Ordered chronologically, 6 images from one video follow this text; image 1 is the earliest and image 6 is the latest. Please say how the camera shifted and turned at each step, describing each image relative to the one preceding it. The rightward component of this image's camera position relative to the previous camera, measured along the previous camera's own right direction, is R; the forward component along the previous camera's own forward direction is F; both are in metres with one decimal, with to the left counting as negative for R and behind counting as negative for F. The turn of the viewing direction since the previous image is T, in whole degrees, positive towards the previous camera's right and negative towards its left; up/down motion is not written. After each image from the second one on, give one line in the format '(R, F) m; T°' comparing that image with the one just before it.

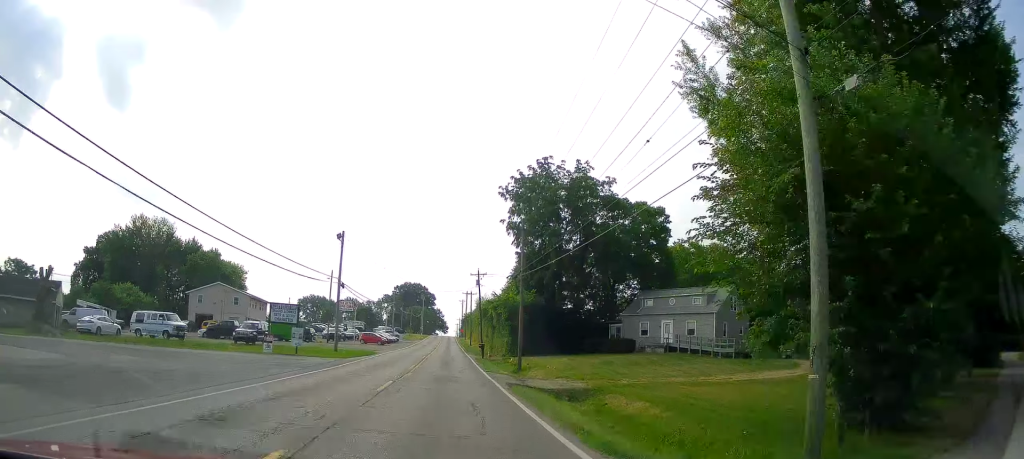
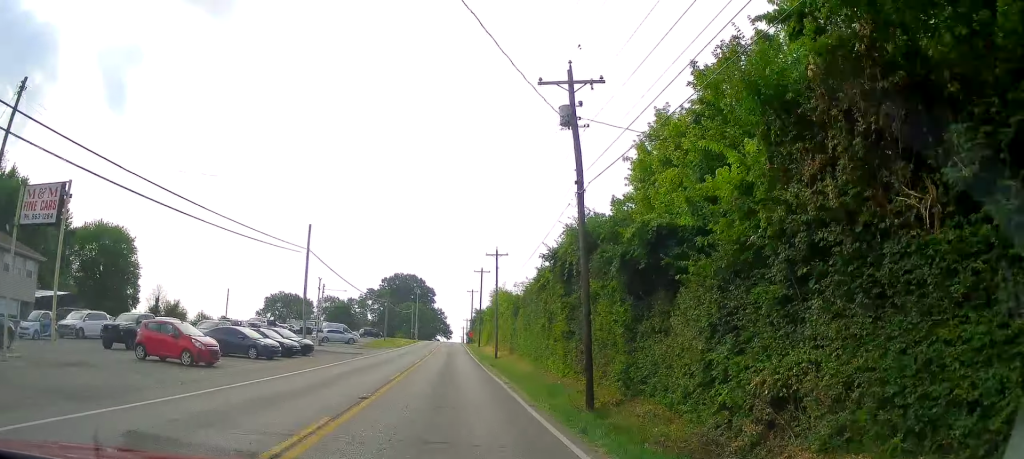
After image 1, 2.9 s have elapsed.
(0.0, +61.8) m; 0°
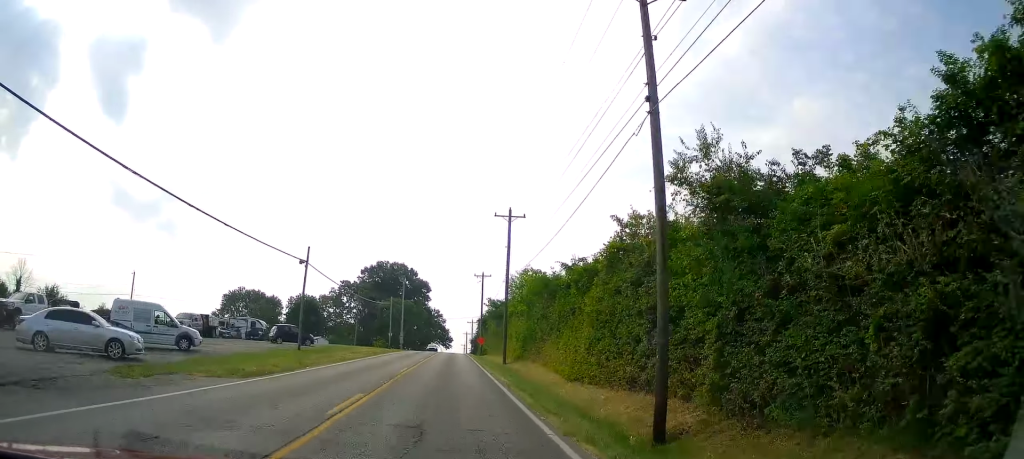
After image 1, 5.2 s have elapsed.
(+0.2, +43.8) m; -1°
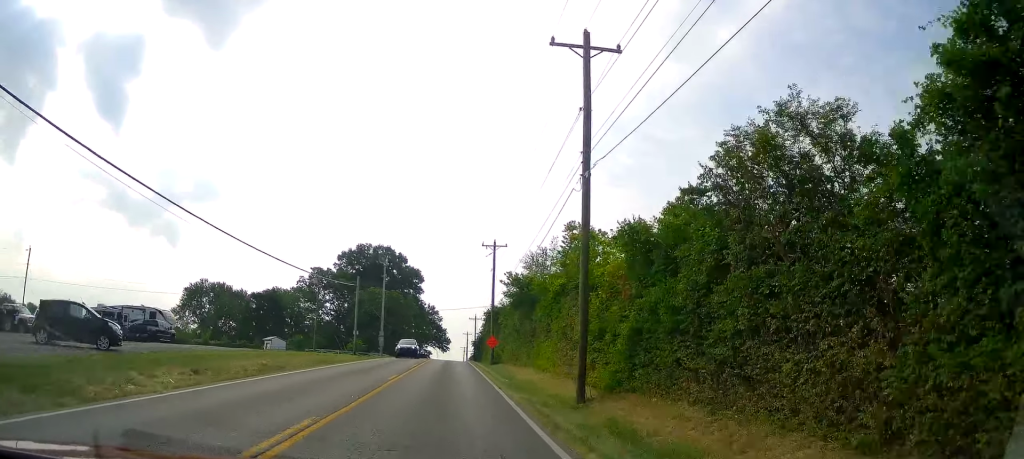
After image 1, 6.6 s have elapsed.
(-0.2, +27.2) m; -1°
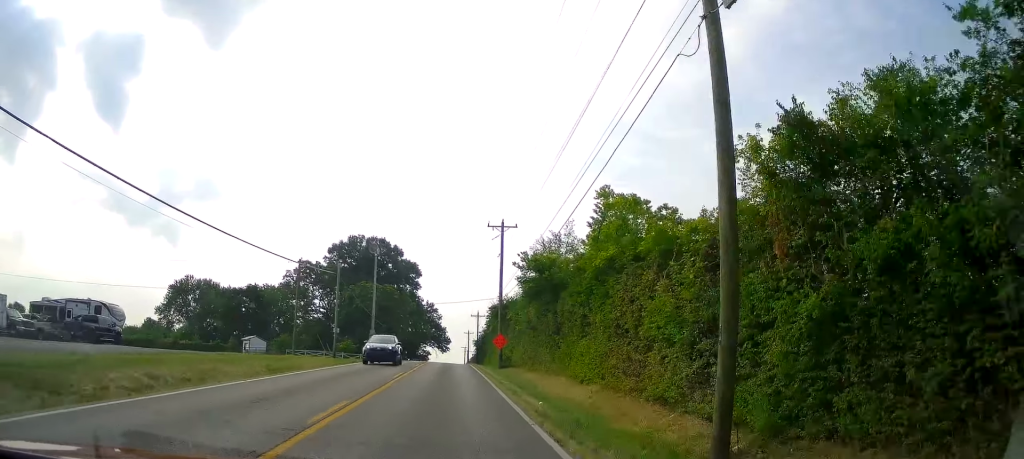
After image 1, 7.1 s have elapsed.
(0.0, +8.9) m; 0°
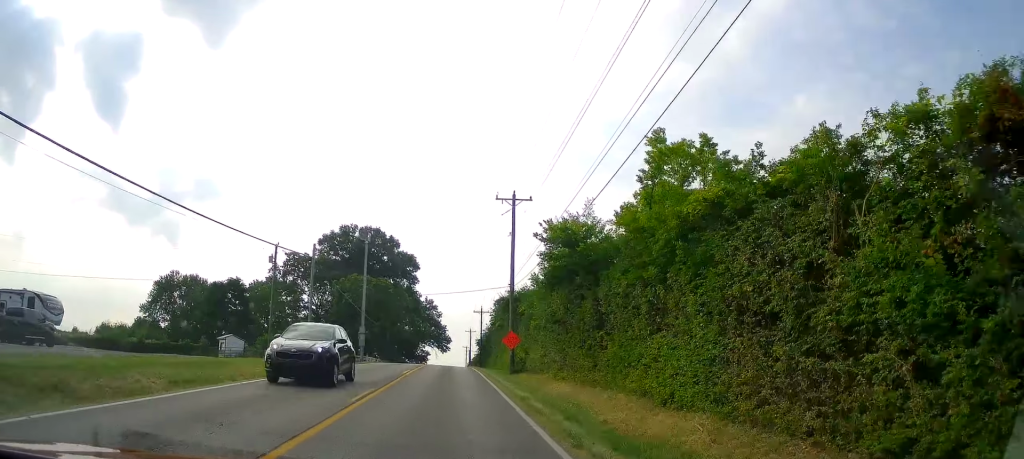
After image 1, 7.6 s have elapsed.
(0.0, +8.3) m; 0°
